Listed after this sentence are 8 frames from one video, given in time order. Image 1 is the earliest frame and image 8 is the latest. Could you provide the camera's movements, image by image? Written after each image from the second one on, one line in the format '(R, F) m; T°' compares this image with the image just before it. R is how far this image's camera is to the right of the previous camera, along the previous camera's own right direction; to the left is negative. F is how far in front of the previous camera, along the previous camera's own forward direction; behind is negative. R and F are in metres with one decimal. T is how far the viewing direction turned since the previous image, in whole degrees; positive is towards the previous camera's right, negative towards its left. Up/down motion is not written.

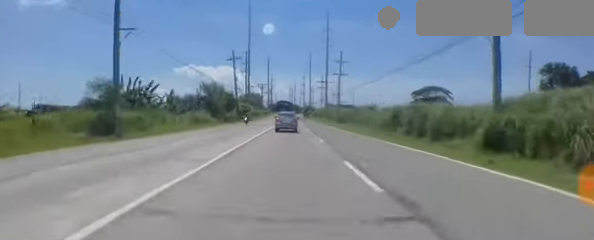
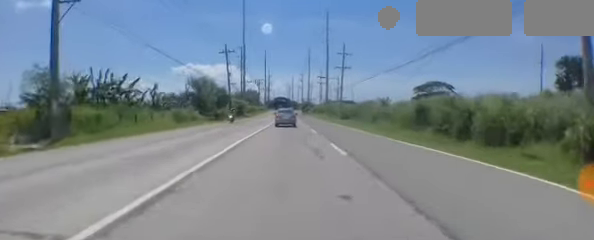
(0.0, +6.1) m; +1°
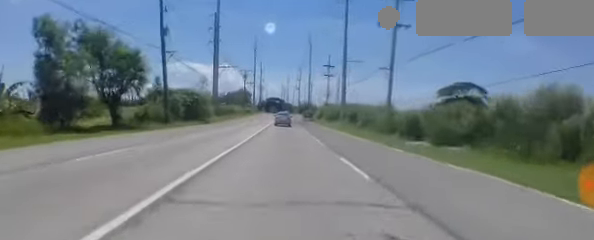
(-0.8, +31.3) m; -3°
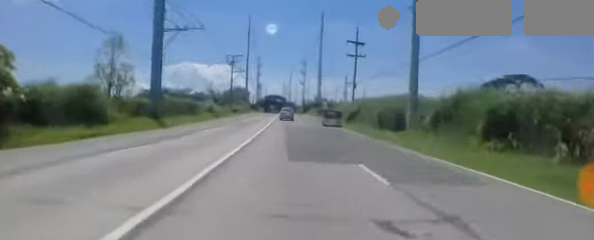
(-0.1, +28.3) m; -1°
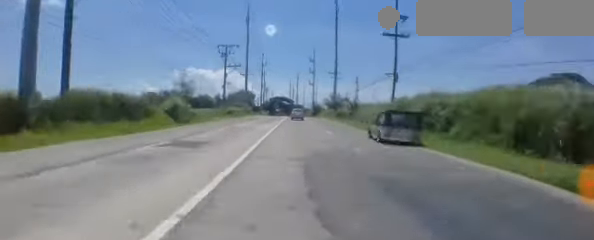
(+0.2, +15.6) m; +1°
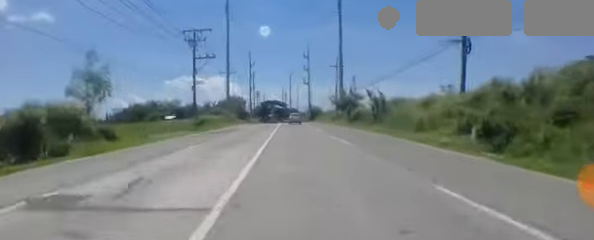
(+0.1, +15.0) m; +1°
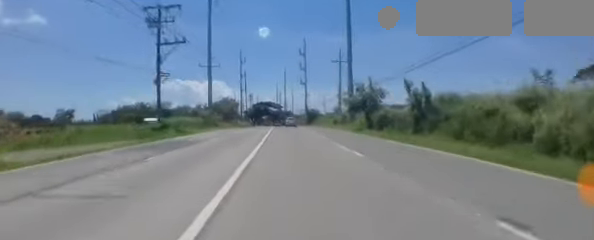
(0.0, +11.4) m; +1°
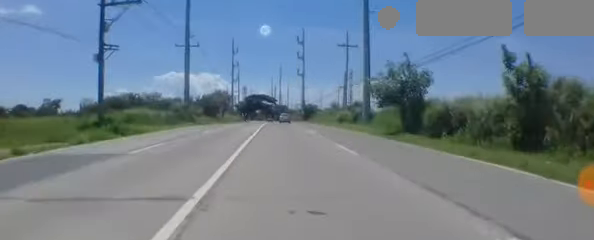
(+0.2, +10.0) m; +1°
